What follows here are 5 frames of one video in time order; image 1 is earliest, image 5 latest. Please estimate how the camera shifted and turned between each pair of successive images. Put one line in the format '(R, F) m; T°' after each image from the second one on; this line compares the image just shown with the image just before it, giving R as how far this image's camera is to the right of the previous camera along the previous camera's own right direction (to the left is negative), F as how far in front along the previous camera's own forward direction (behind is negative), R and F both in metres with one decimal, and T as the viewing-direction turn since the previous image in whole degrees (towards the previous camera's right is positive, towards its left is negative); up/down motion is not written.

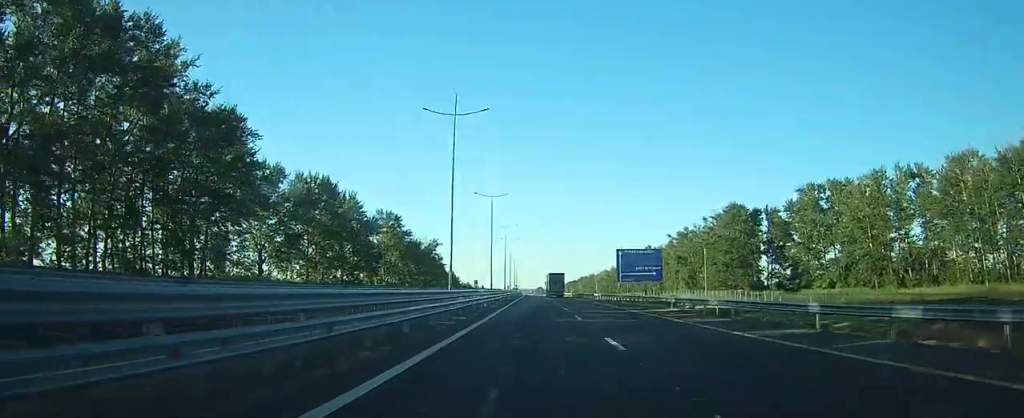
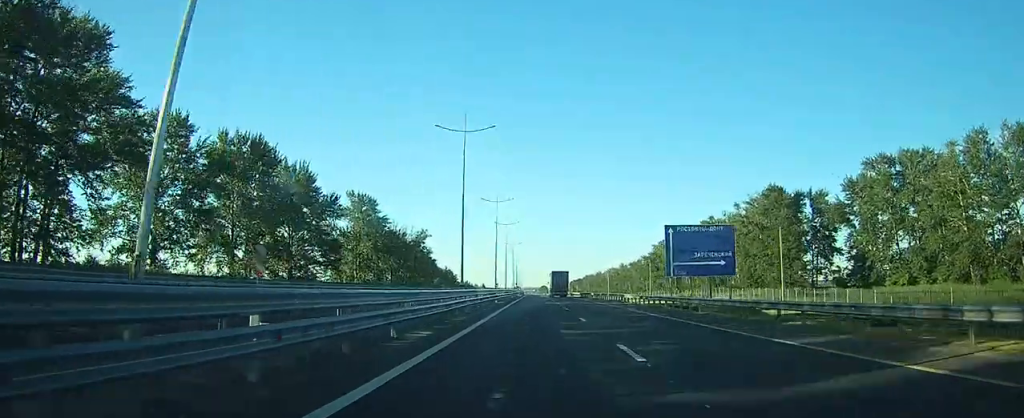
(0.0, +26.0) m; 0°
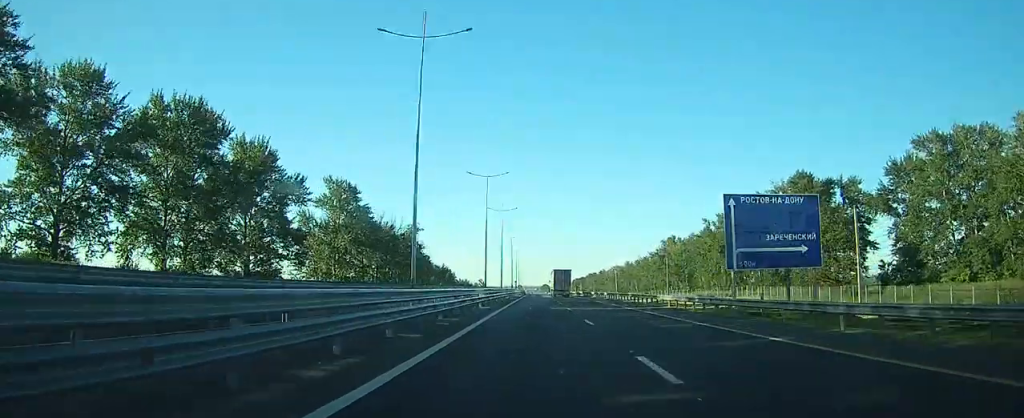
(0.0, +14.5) m; 0°
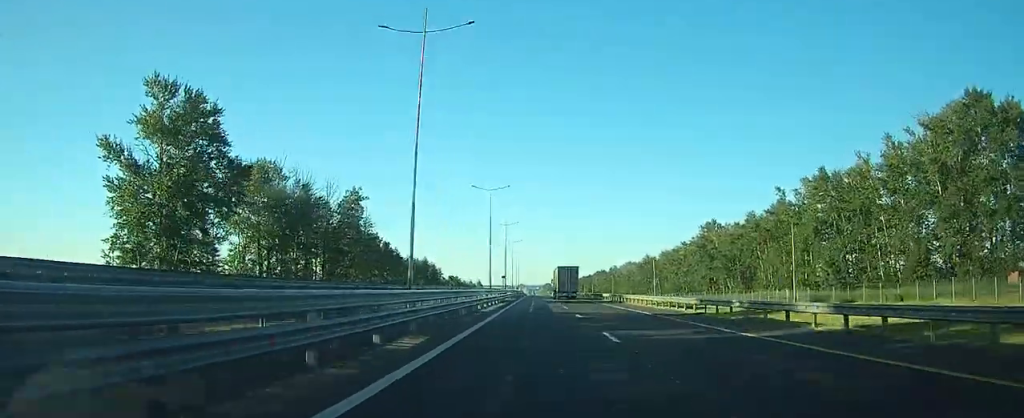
(-0.5, +53.8) m; -1°
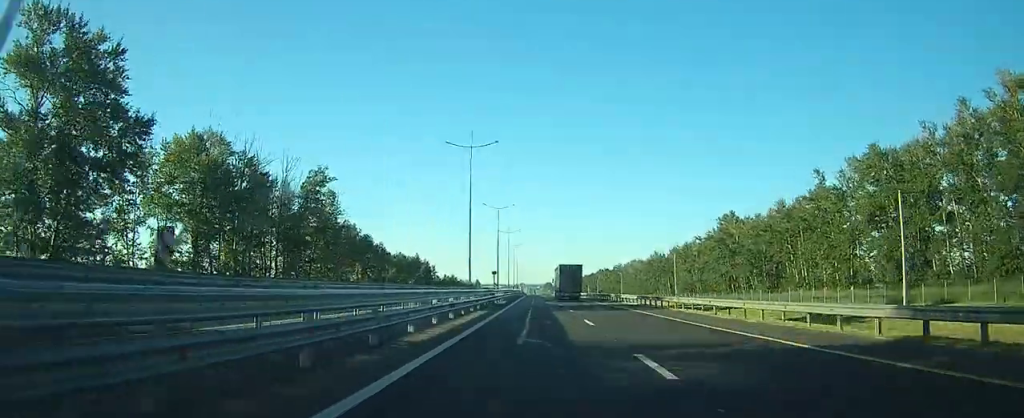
(0.0, +17.8) m; 0°
